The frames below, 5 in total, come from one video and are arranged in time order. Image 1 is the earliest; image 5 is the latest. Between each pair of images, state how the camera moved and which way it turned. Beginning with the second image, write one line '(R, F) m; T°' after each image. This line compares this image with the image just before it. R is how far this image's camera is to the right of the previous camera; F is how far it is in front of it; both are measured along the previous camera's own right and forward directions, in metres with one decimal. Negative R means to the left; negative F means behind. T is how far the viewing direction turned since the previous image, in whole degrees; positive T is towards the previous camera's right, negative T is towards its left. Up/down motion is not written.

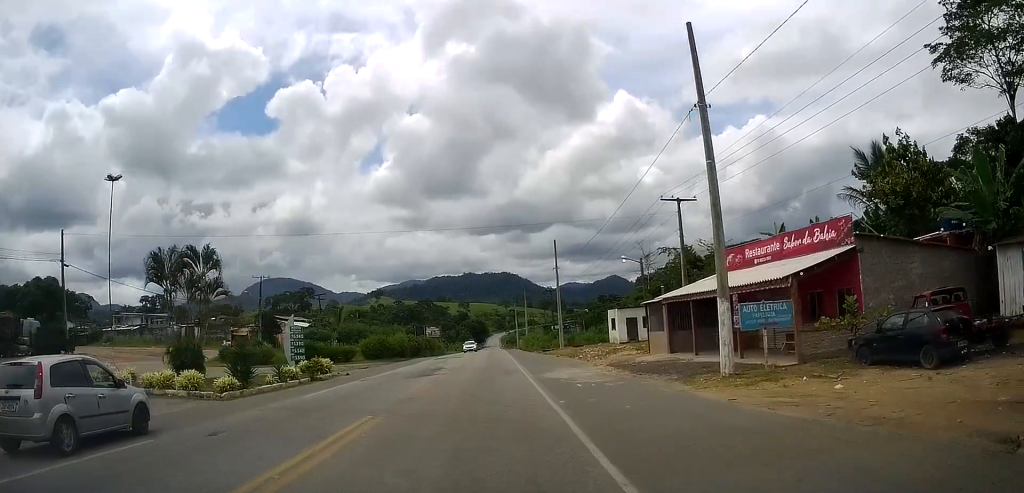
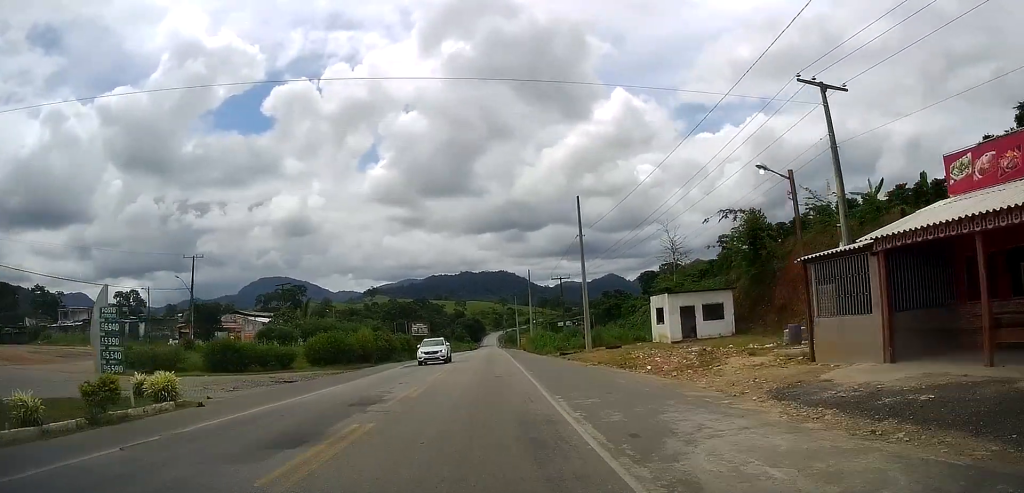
(-0.7, +17.1) m; -1°
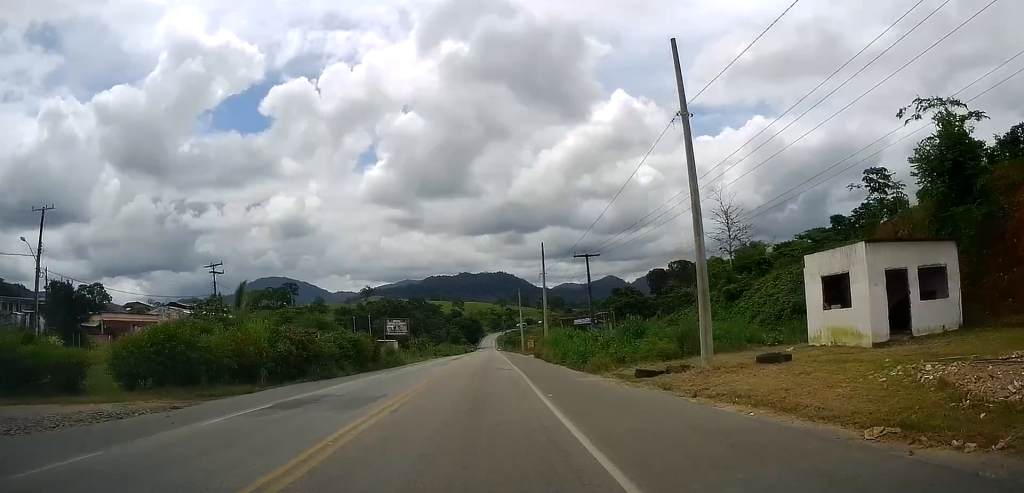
(+0.1, +21.9) m; -1°
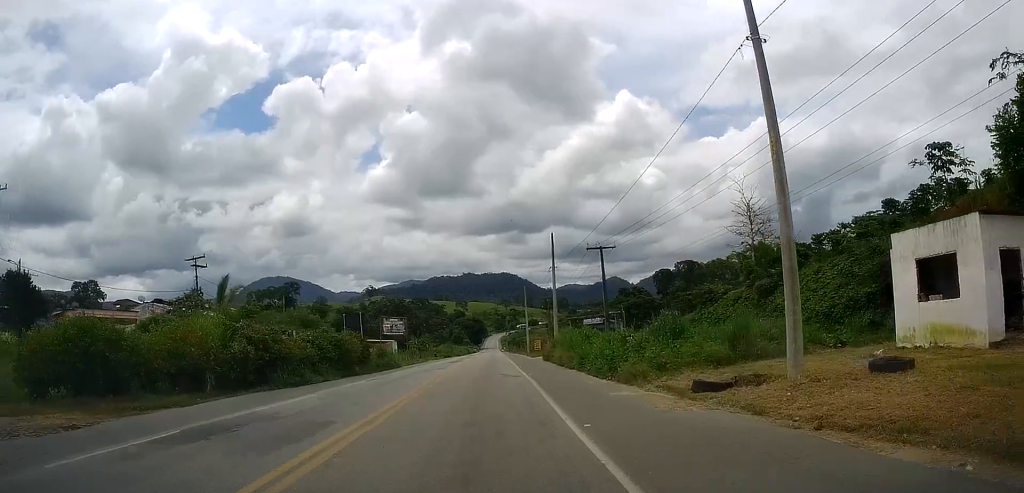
(0.0, +5.1) m; 0°
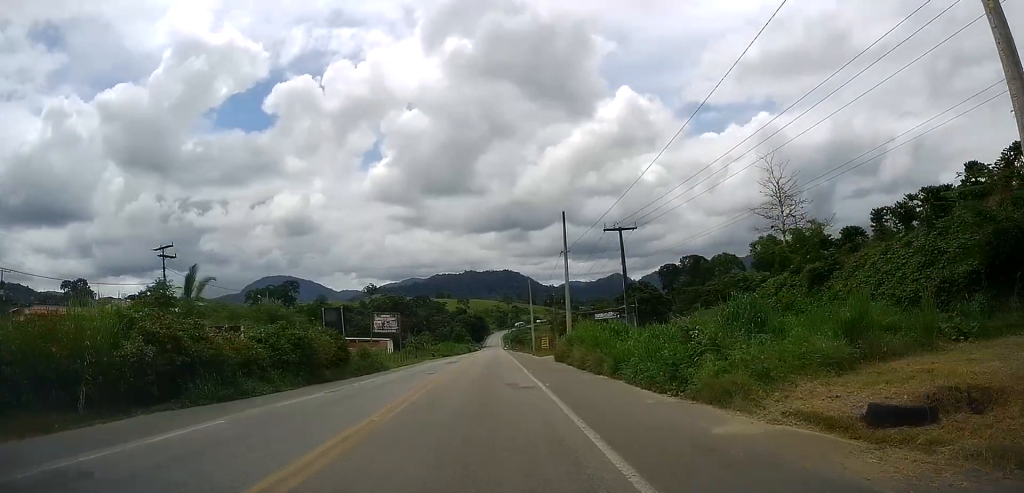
(0.0, +6.9) m; +1°
